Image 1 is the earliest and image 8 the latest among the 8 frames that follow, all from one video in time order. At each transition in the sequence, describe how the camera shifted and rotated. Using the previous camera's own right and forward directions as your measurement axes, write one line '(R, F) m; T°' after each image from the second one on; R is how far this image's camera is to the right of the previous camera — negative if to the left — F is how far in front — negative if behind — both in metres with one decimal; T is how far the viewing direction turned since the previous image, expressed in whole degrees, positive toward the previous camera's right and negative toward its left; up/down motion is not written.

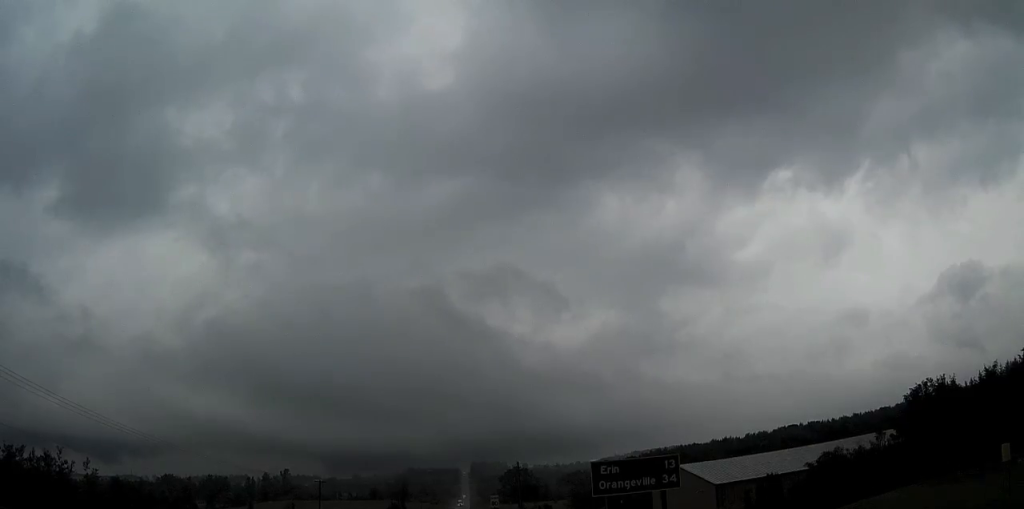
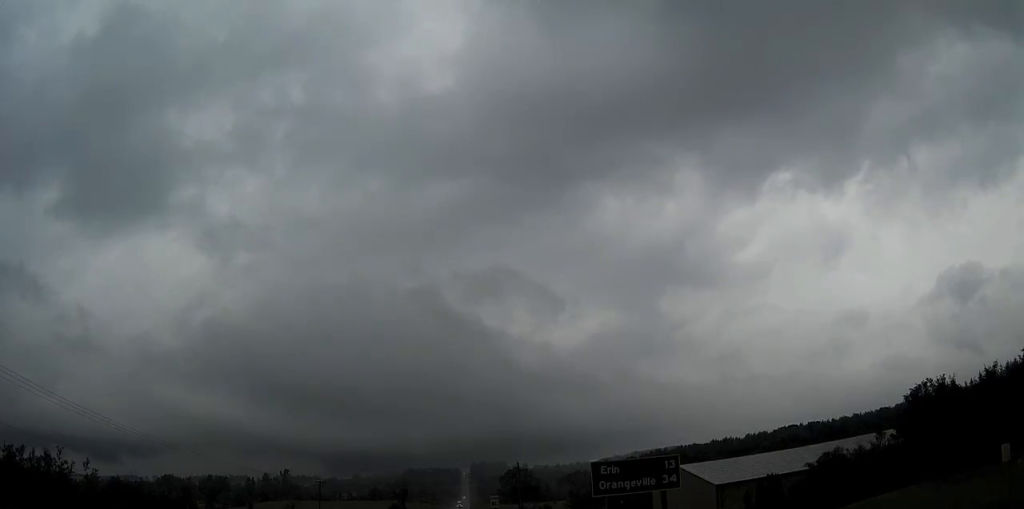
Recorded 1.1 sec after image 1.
(0.0, 0.0) m; 0°
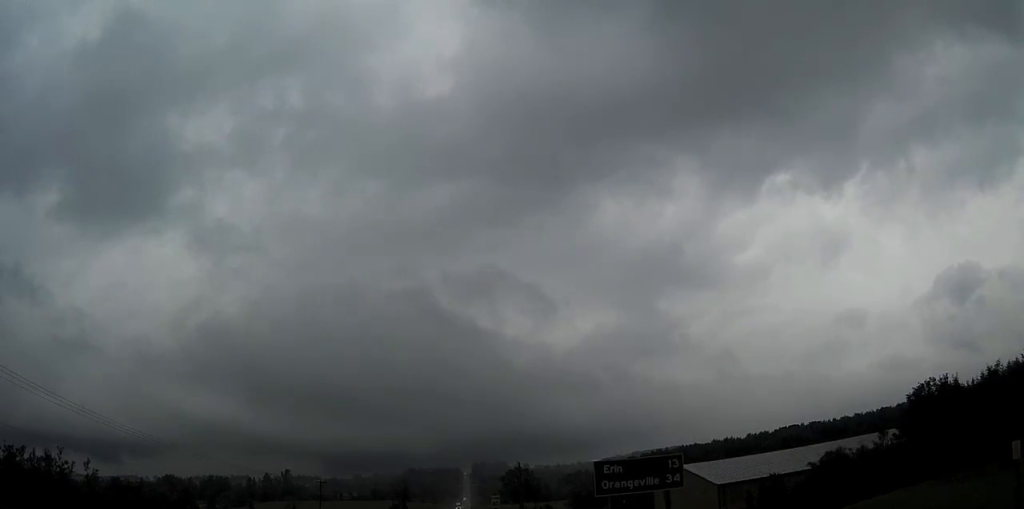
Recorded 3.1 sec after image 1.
(0.0, 0.0) m; 0°
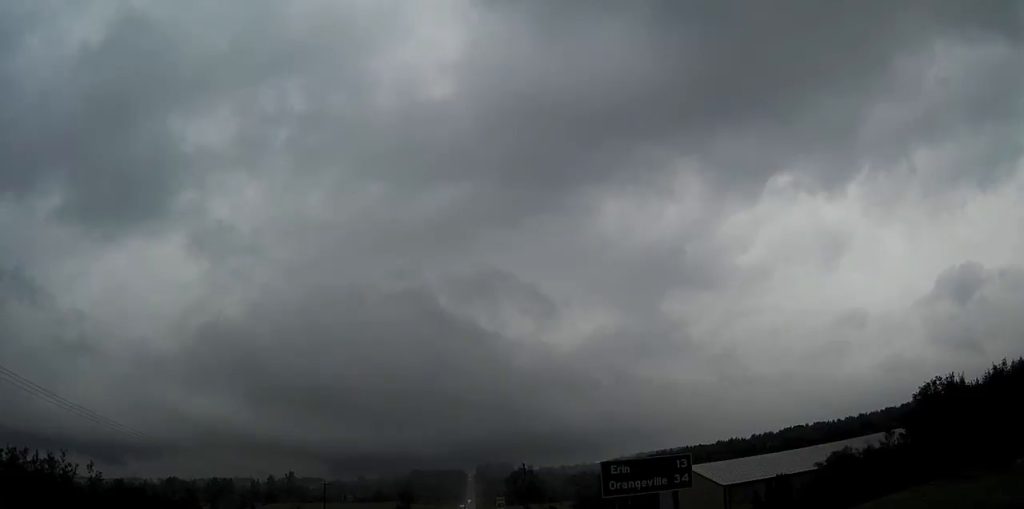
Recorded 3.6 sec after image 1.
(0.0, +0.2) m; 0°
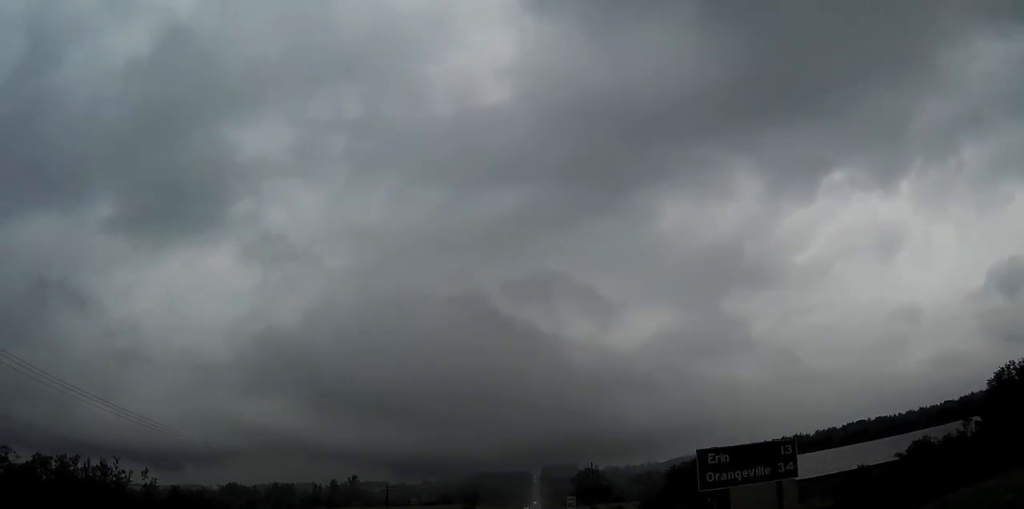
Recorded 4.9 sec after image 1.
(0.0, +2.7) m; -8°
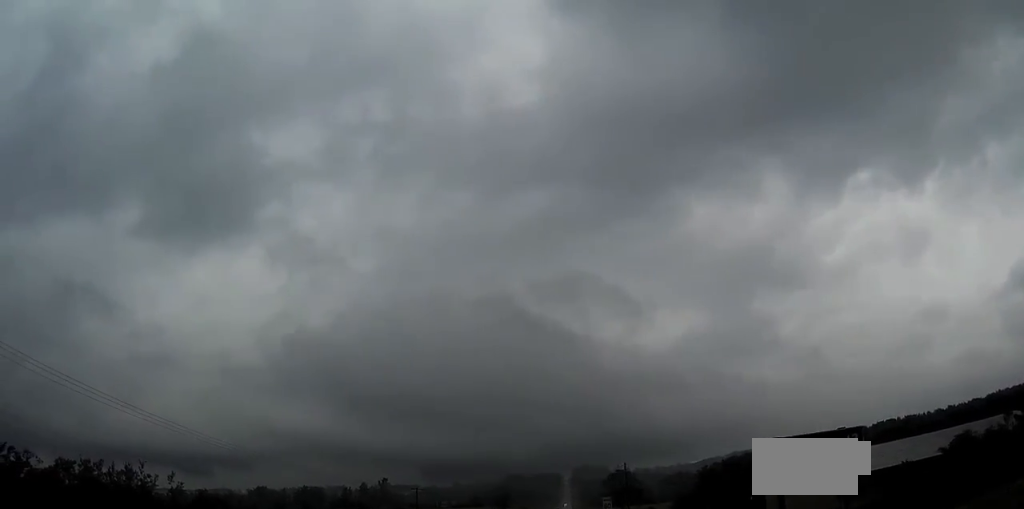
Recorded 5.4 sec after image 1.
(0.0, +1.9) m; -6°
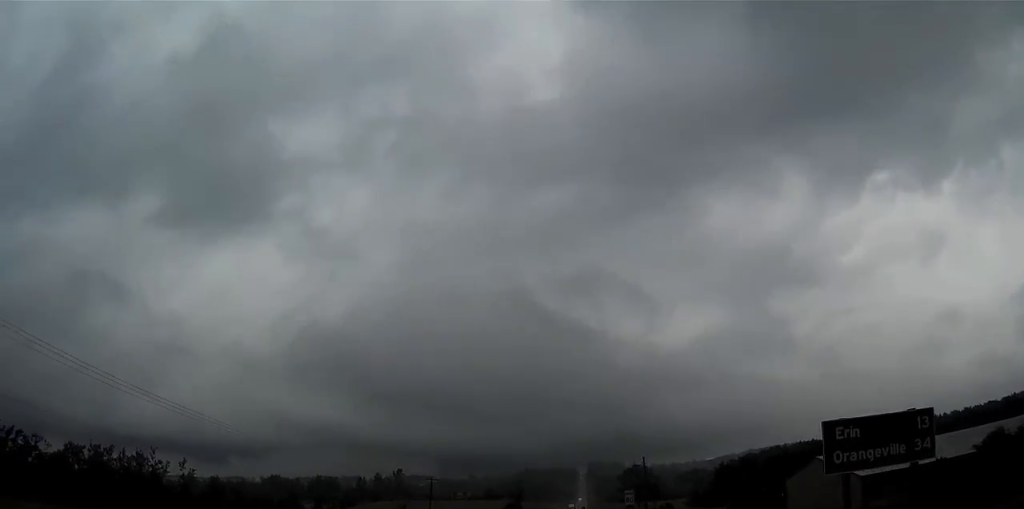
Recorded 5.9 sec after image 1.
(-0.3, +2.1) m; -6°
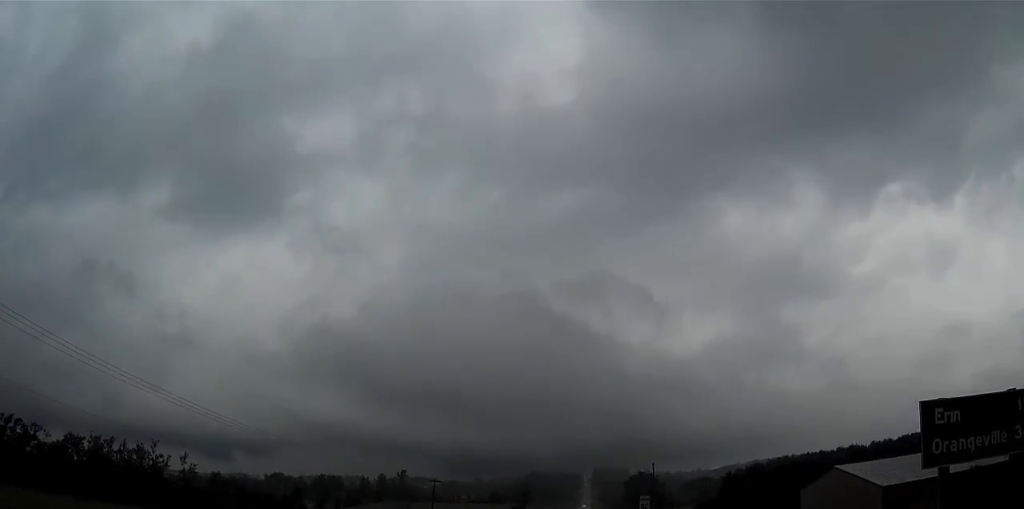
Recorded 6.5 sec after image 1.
(-0.2, +2.8) m; -4°
